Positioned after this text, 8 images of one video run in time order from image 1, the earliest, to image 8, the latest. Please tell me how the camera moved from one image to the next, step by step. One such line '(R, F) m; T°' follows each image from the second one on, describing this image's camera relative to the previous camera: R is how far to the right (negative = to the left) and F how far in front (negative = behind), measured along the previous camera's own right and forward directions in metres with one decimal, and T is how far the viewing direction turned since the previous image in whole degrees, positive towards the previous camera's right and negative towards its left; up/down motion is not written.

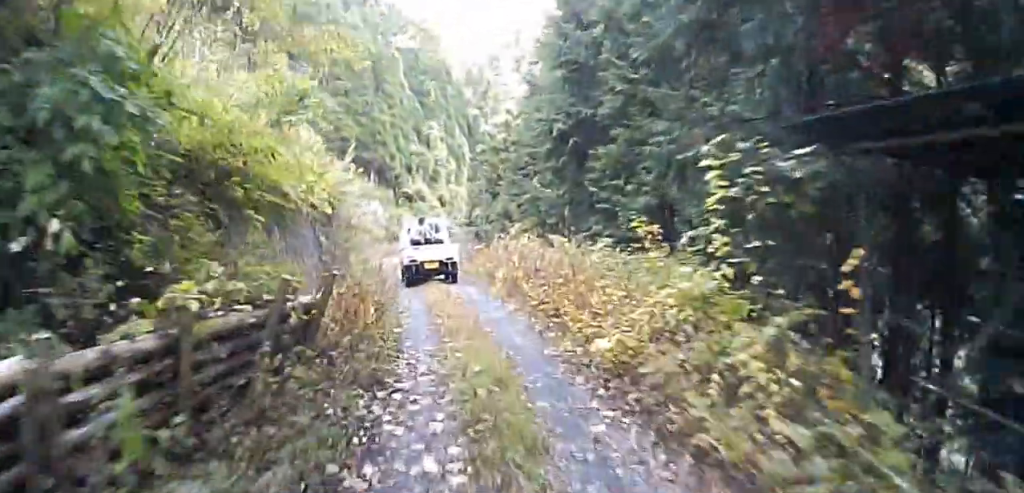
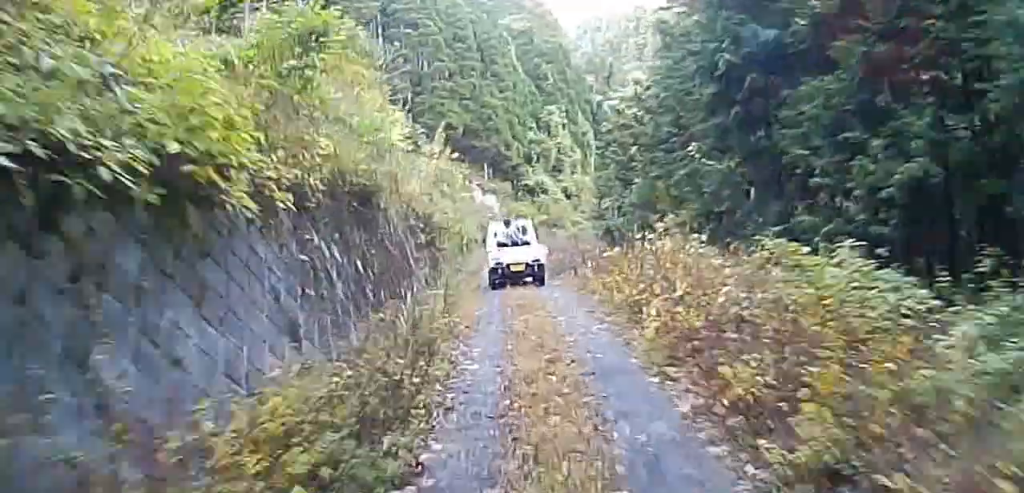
(-1.6, +7.5) m; -25°
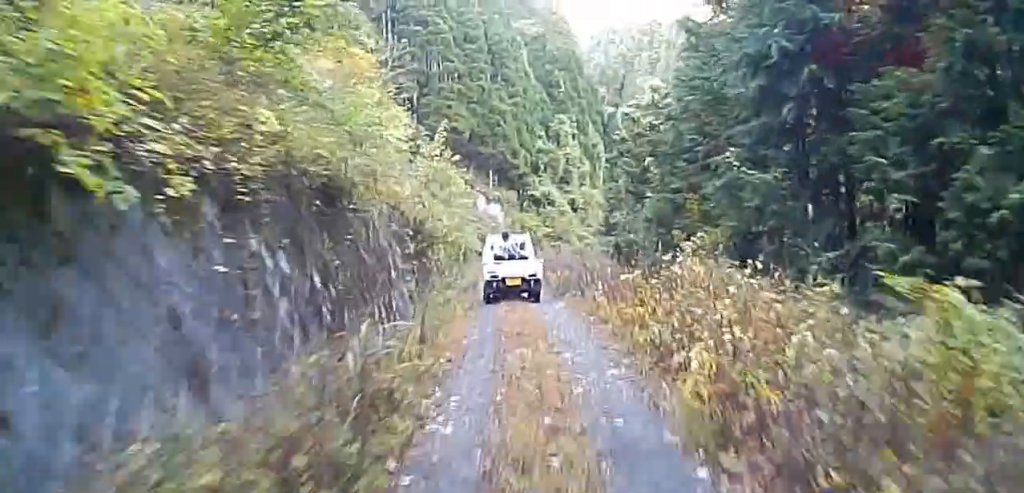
(-0.1, +2.1) m; -4°
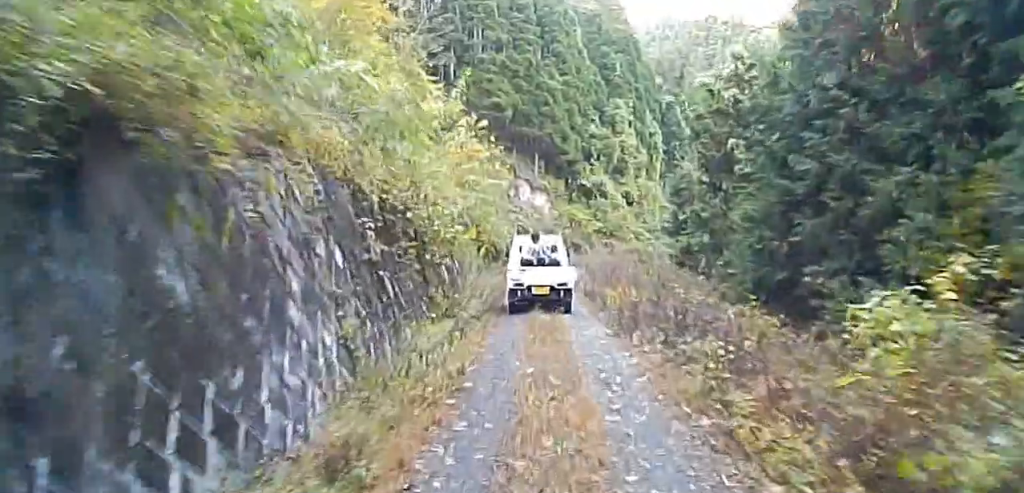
(0.0, +6.3) m; 0°
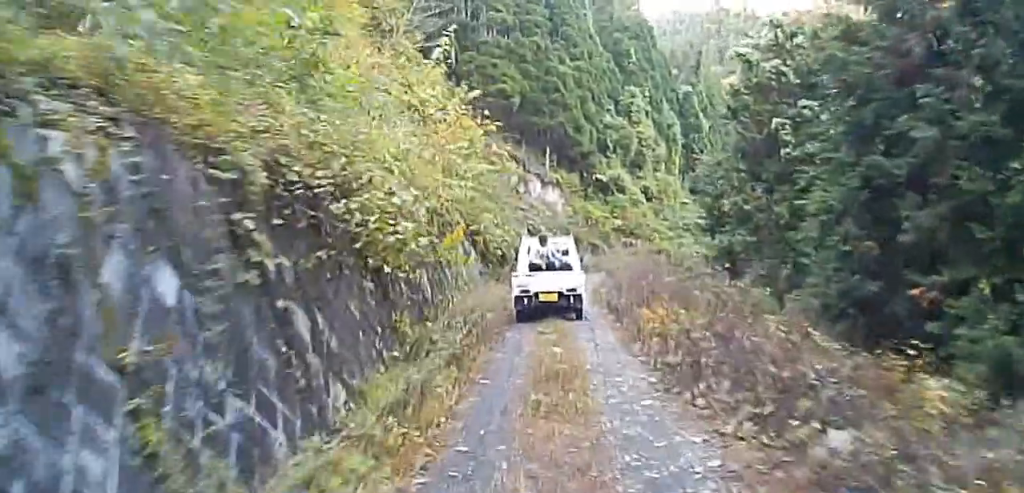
(0.0, +3.7) m; +4°
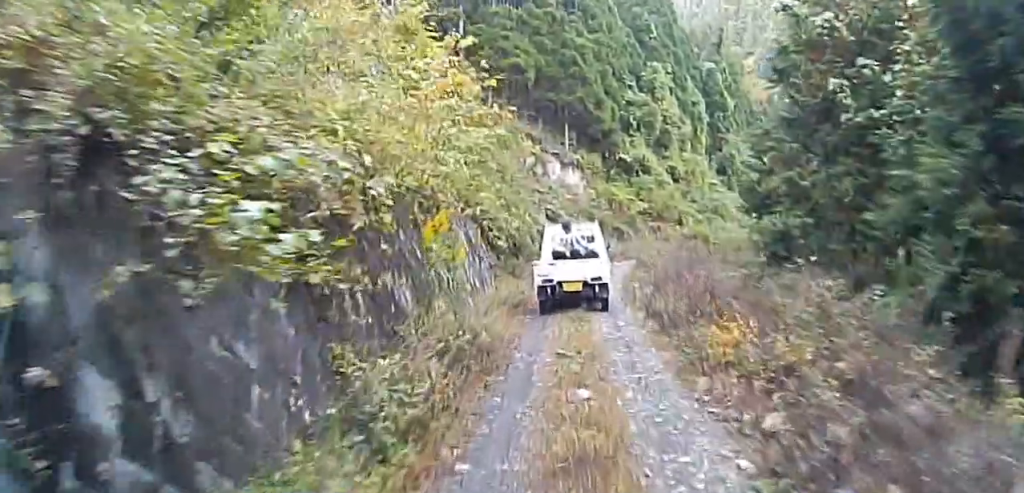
(+0.2, +3.1) m; +8°
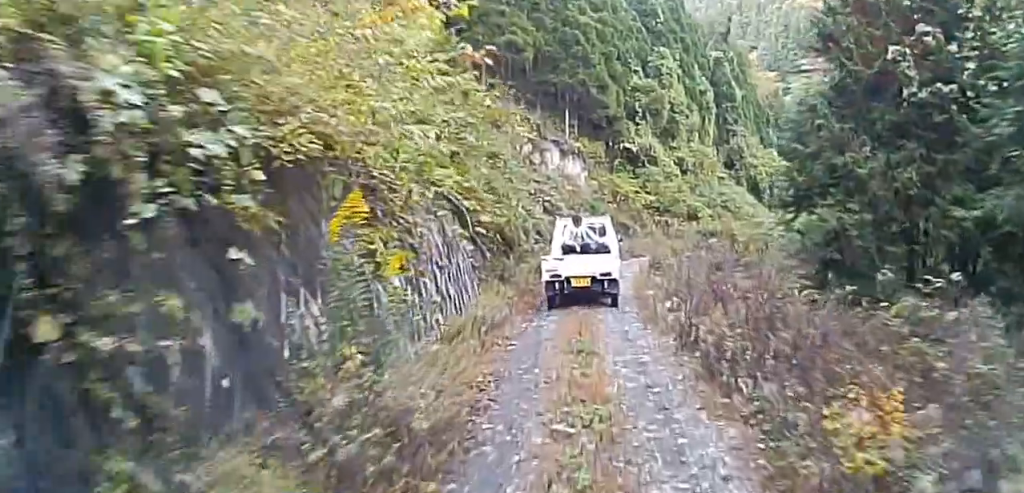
(+0.3, +3.5) m; +10°
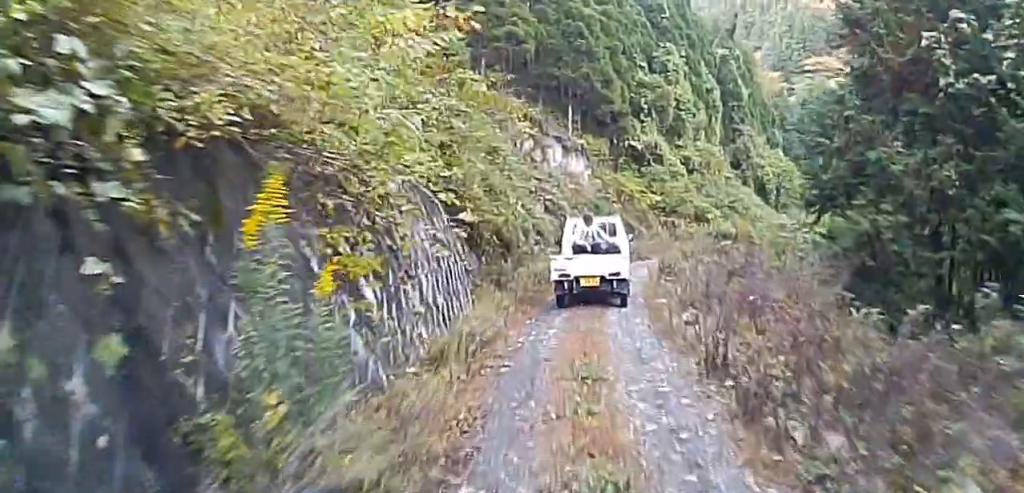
(+0.1, +1.6) m; +4°
